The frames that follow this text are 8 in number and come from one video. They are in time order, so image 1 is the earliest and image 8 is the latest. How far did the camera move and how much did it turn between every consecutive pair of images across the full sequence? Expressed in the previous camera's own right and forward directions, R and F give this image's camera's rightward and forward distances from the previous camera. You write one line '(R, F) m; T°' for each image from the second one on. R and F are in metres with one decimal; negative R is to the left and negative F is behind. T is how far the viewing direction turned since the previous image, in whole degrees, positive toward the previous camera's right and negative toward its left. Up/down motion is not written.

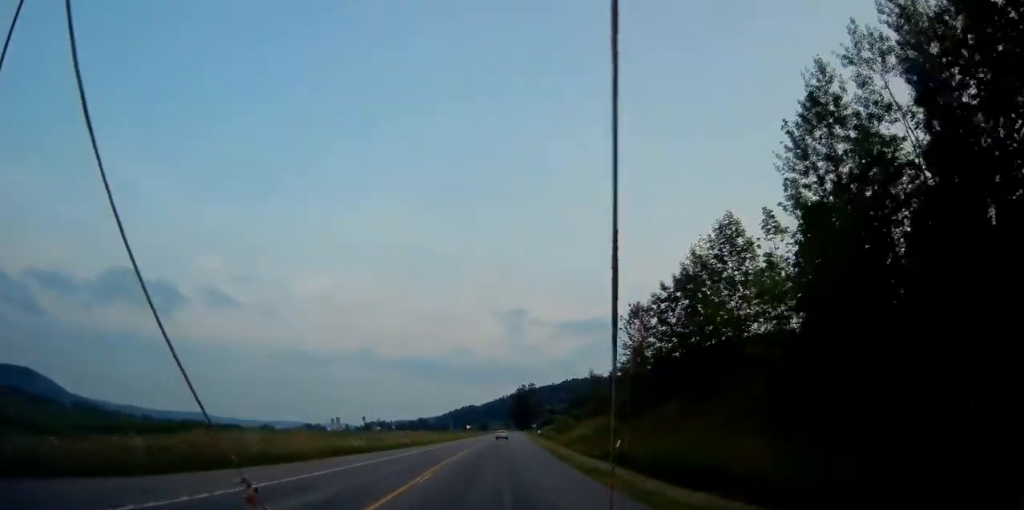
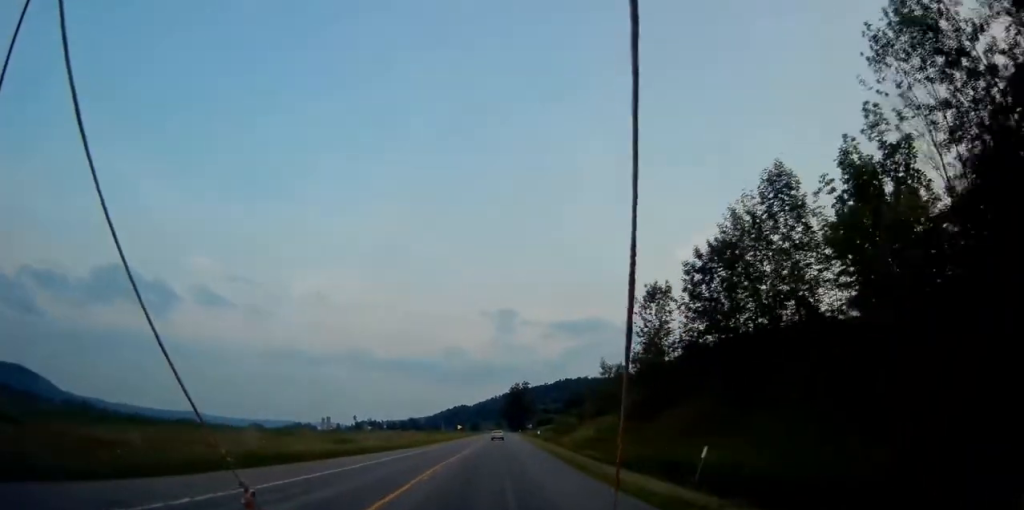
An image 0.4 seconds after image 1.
(+0.2, +10.4) m; 0°
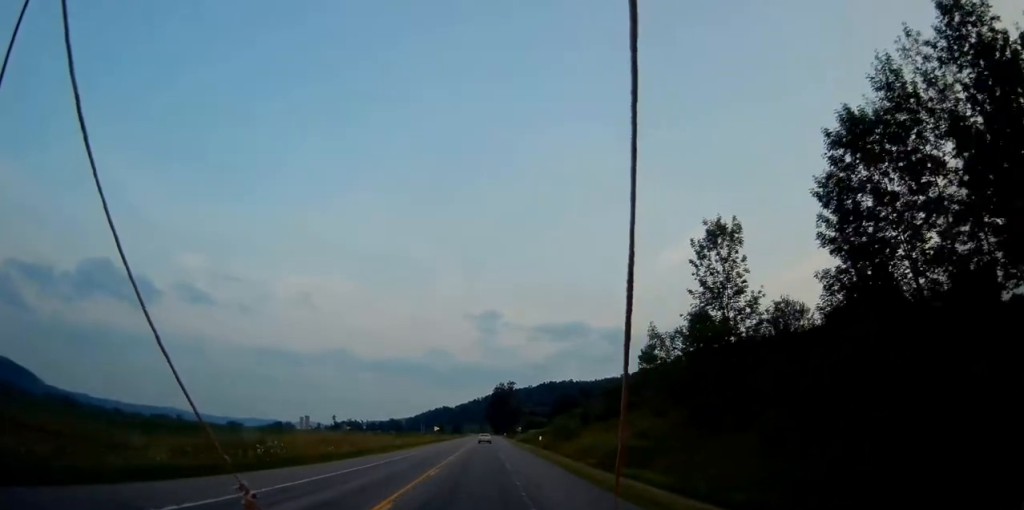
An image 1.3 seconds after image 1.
(-0.1, +21.5) m; +1°
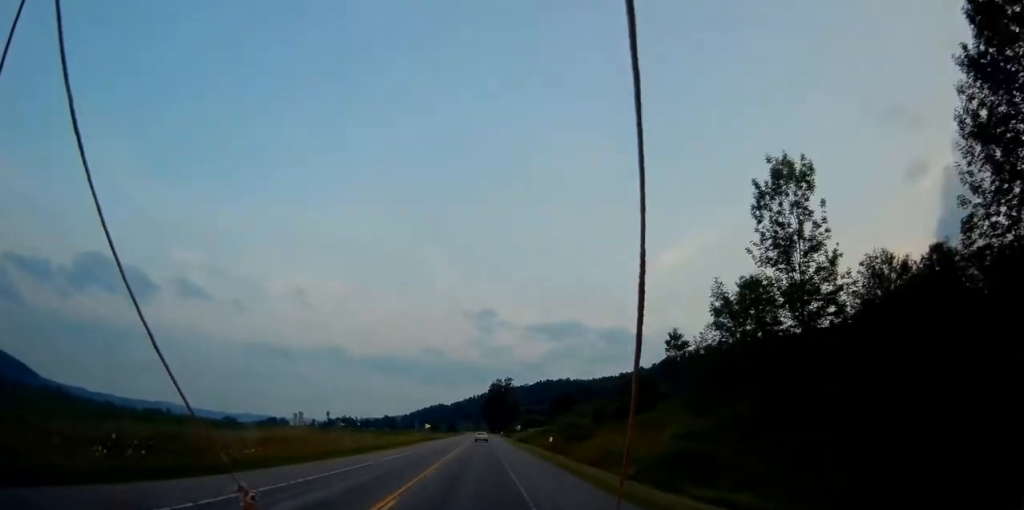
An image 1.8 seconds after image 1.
(-0.1, +11.1) m; +1°
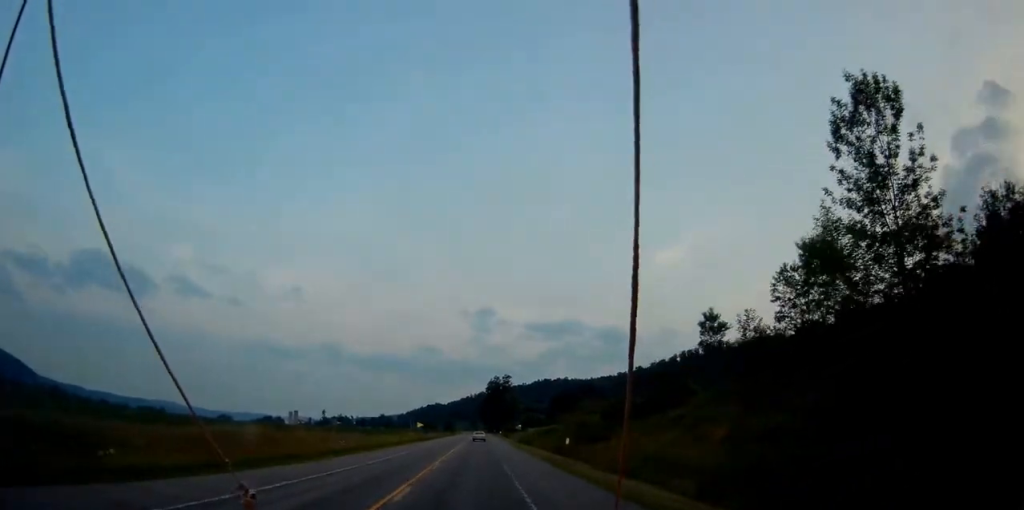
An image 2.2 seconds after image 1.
(+0.2, +9.5) m; +1°
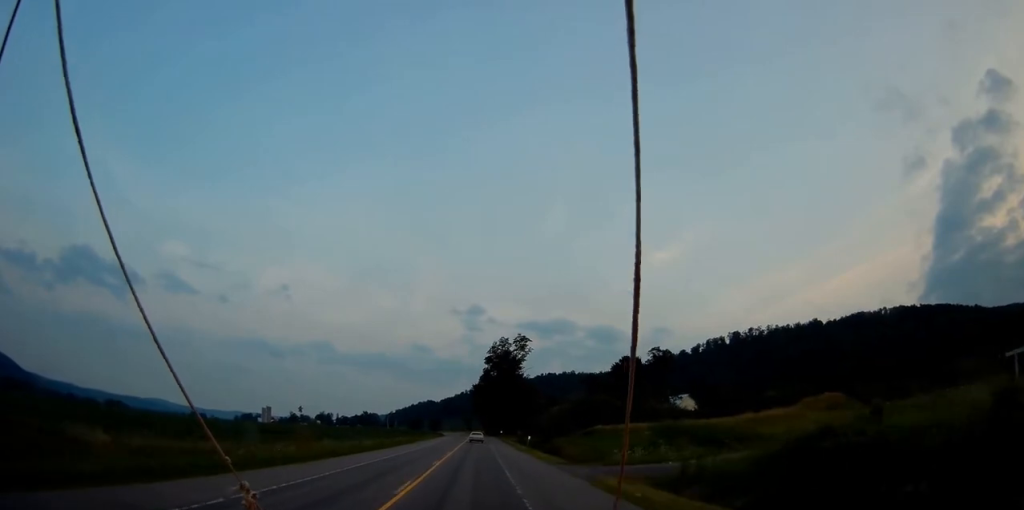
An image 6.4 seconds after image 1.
(+2.4, +100.3) m; +2°
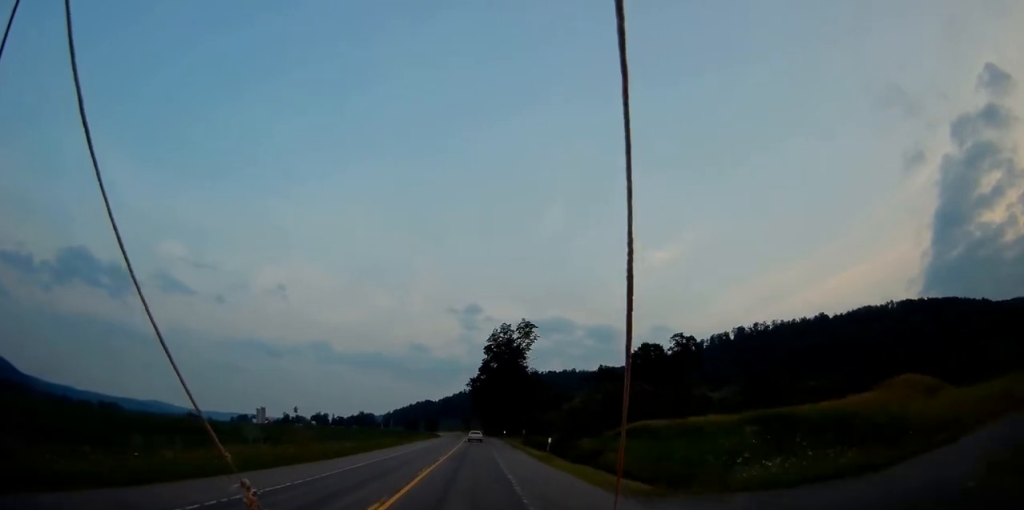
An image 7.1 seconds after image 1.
(0.0, +17.6) m; -1°
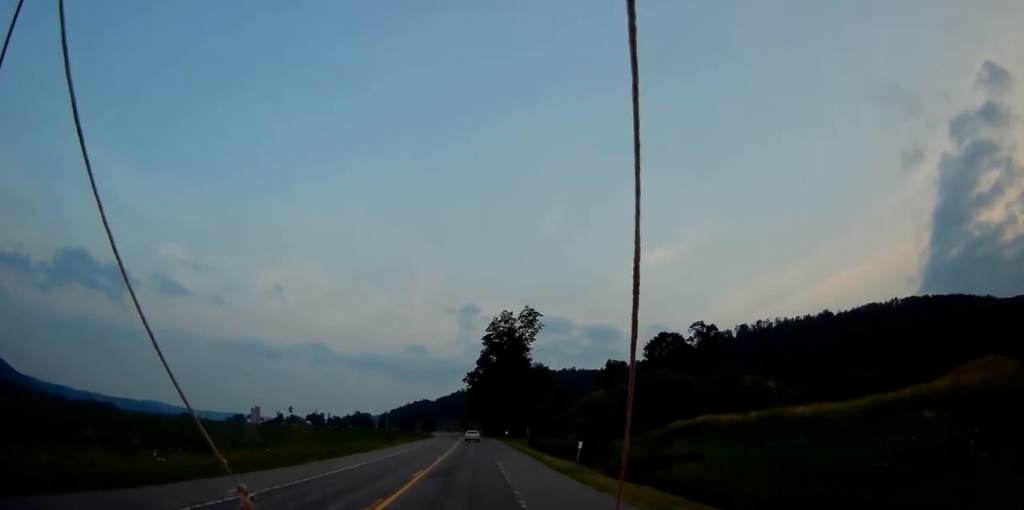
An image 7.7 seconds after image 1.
(0.0, +12.8) m; -1°
